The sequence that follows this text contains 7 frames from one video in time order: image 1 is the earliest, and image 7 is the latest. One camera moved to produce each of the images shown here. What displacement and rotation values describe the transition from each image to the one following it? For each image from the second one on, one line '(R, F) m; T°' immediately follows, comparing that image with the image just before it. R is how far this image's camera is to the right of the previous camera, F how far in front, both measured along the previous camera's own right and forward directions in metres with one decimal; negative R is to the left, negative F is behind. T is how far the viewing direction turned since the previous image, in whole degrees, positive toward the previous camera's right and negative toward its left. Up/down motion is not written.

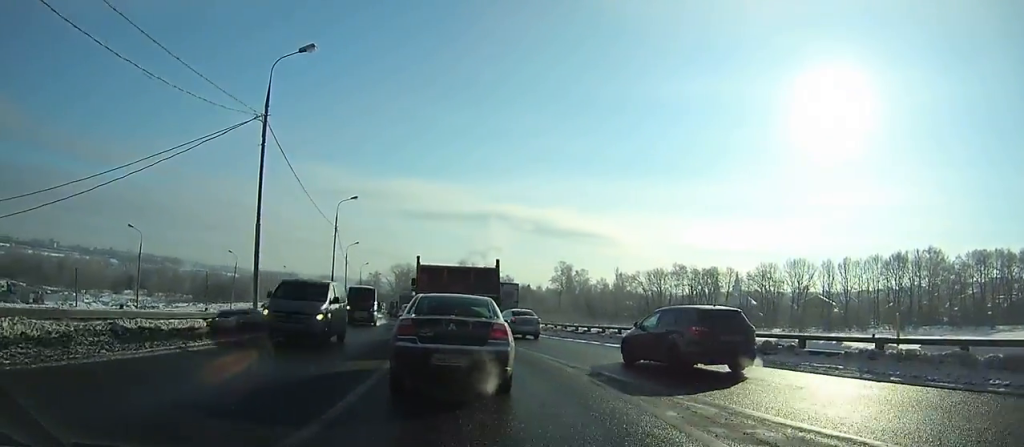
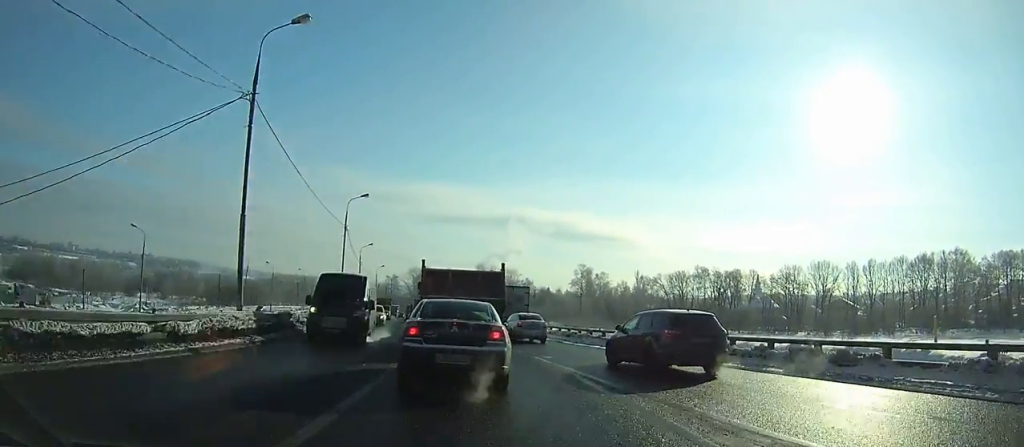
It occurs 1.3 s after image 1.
(-0.1, +3.2) m; -3°
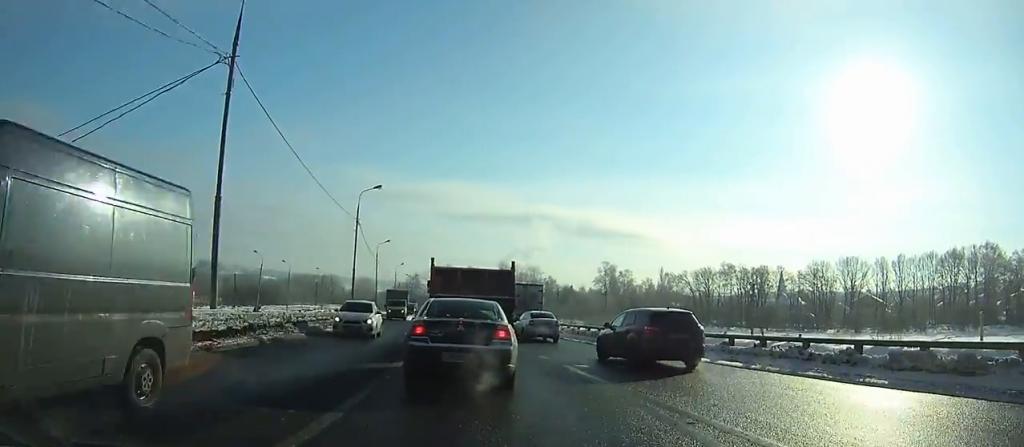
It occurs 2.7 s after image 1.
(-0.1, +3.6) m; -3°
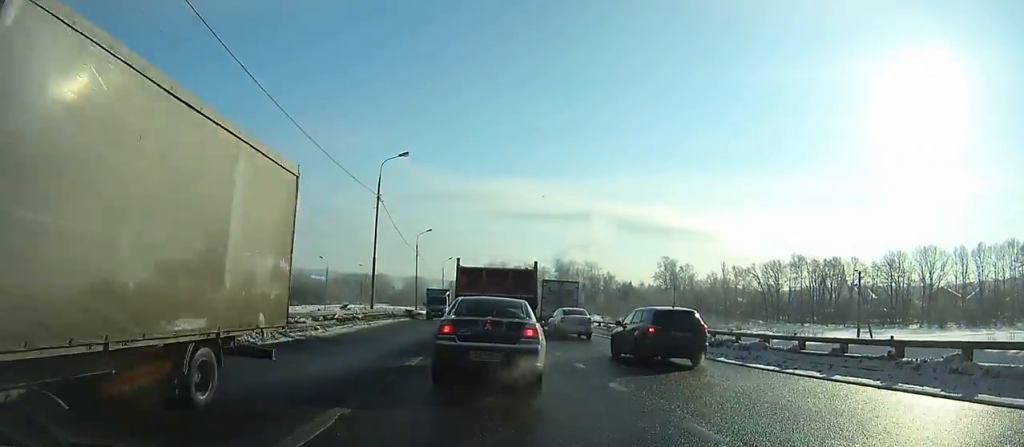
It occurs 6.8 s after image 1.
(-0.7, +11.0) m; -5°
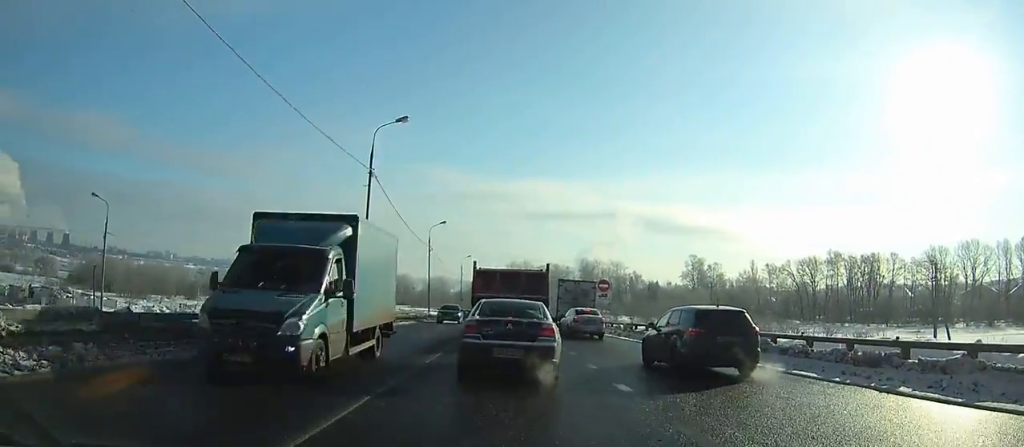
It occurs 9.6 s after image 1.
(-0.1, +8.1) m; -2°
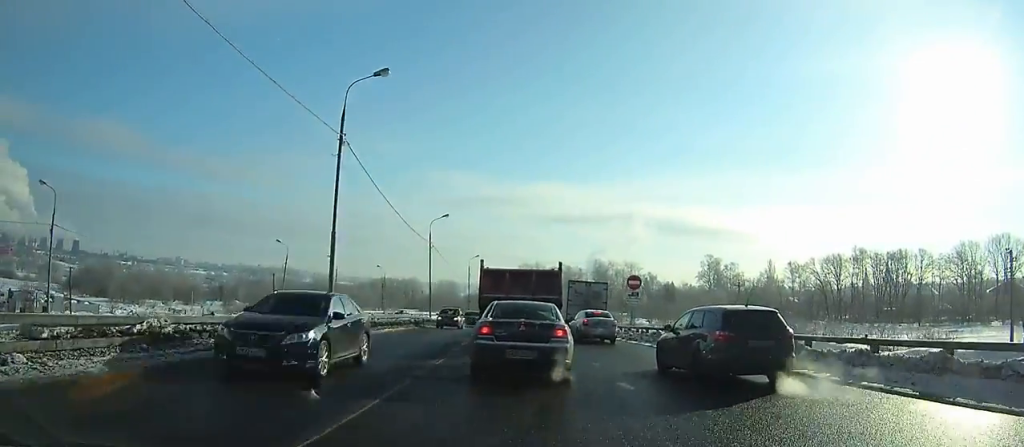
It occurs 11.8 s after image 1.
(-0.1, +6.5) m; -1°
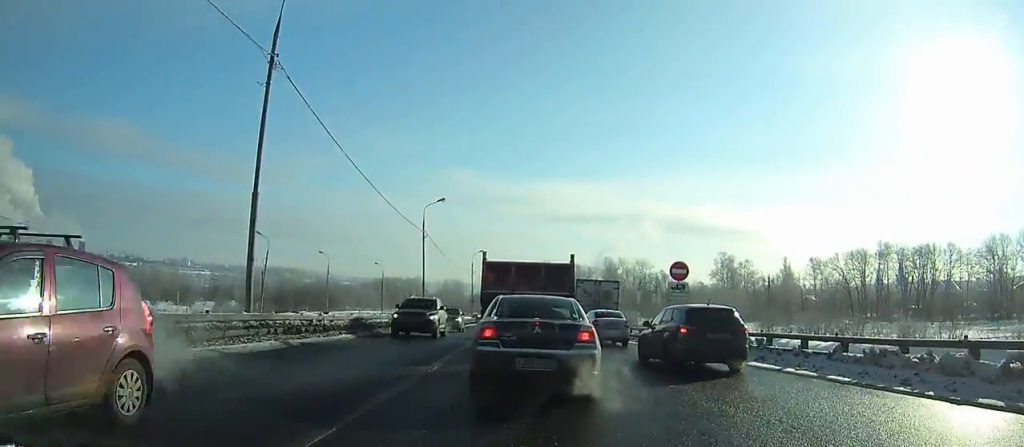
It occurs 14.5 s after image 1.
(-0.2, +7.8) m; -1°
